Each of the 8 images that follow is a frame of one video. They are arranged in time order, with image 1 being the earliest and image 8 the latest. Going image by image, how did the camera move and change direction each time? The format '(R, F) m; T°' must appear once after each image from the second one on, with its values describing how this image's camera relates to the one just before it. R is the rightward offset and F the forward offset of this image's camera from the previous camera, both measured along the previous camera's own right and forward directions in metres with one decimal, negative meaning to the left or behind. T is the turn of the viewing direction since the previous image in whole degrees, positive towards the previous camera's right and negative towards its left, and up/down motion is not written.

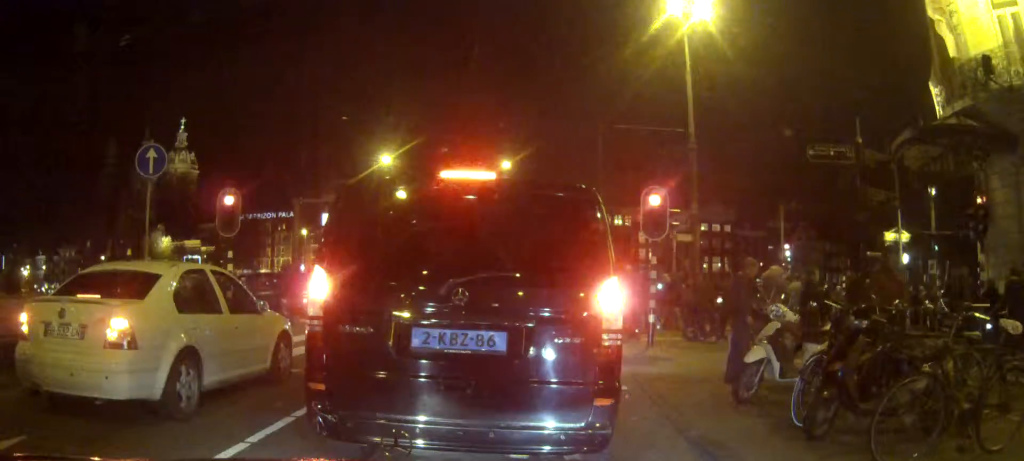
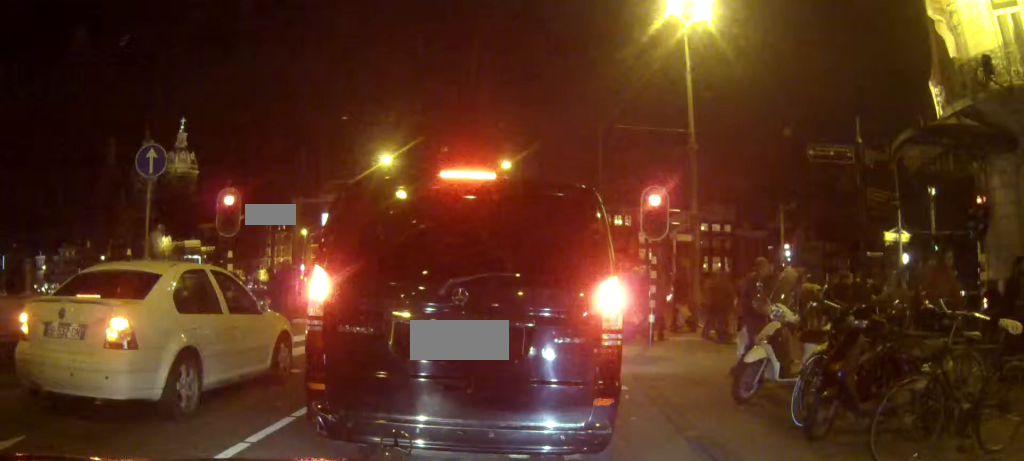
(0.0, 0.0) m; 0°
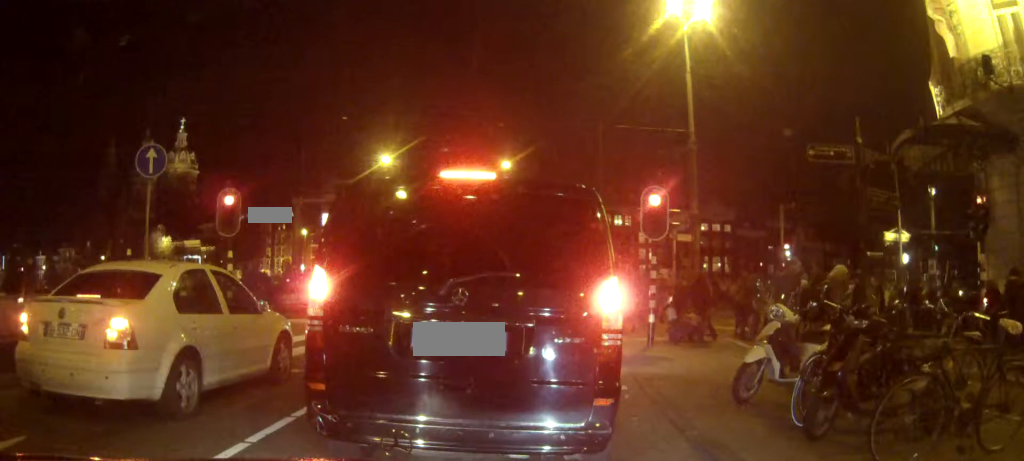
(0.0, +0.3) m; 0°
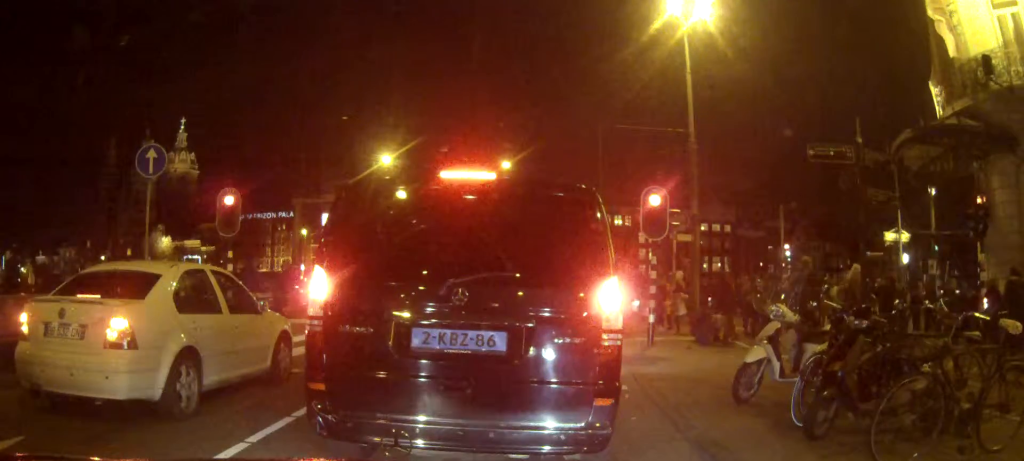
(0.0, 0.0) m; 0°
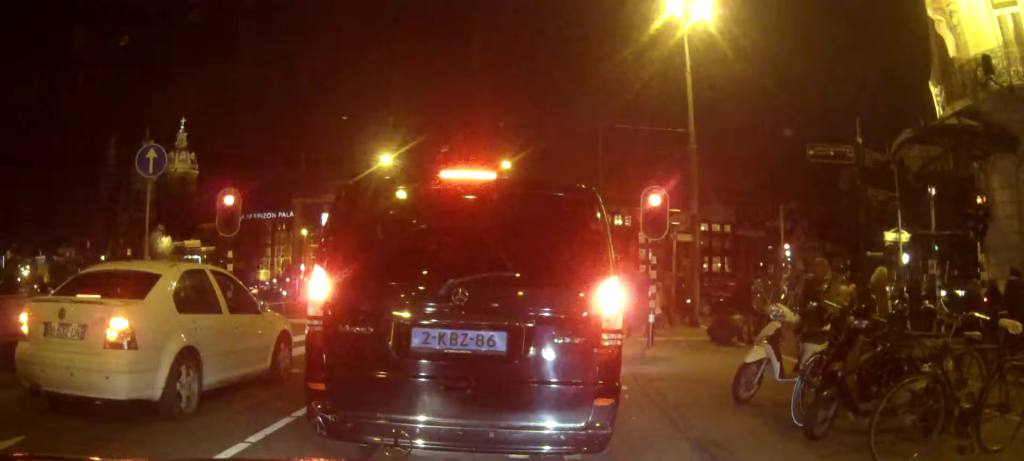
(0.0, 0.0) m; 0°
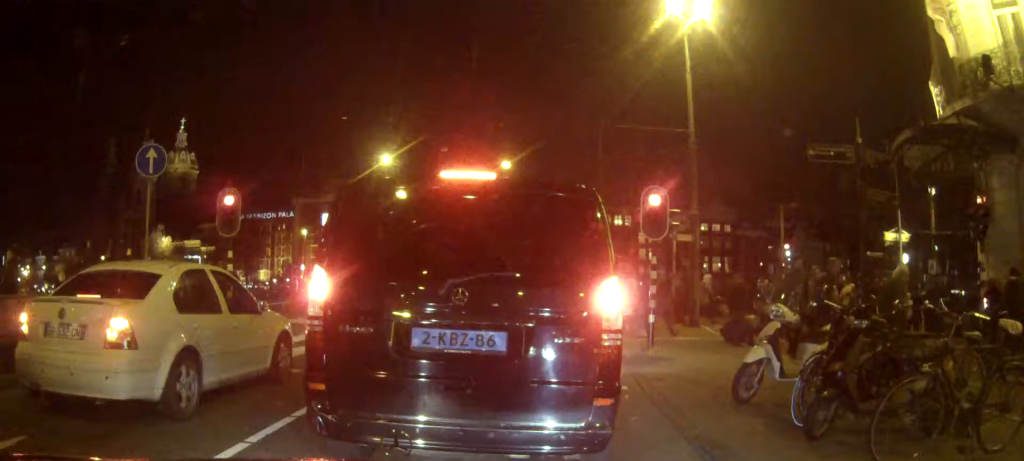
(0.0, 0.0) m; 0°
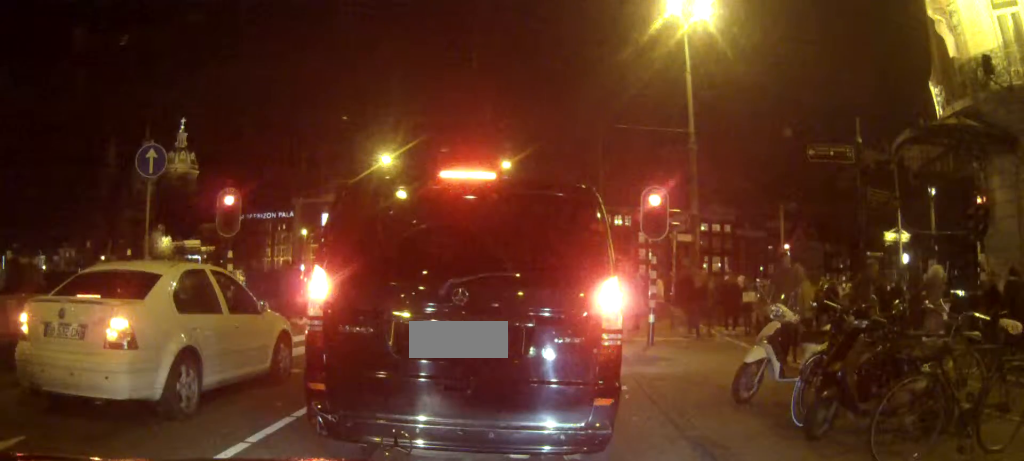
(0.0, +0.2) m; 0°
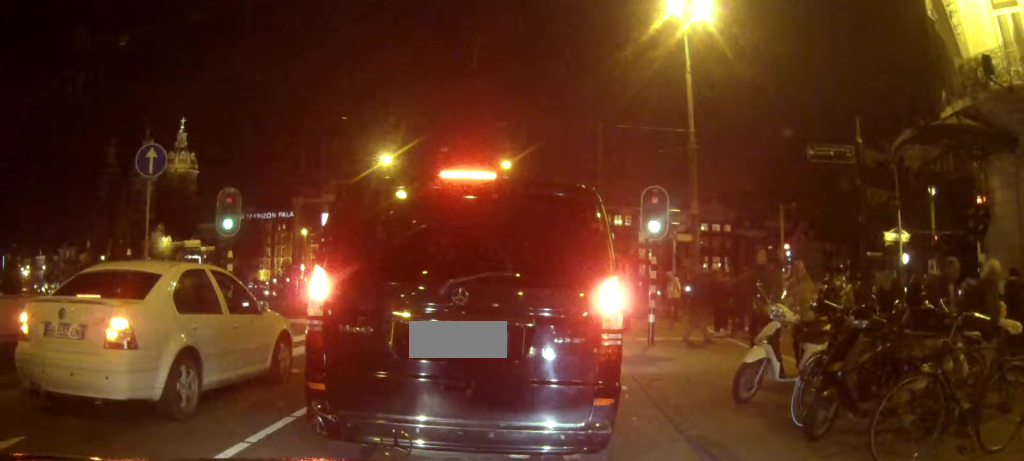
(0.0, +0.4) m; 0°
